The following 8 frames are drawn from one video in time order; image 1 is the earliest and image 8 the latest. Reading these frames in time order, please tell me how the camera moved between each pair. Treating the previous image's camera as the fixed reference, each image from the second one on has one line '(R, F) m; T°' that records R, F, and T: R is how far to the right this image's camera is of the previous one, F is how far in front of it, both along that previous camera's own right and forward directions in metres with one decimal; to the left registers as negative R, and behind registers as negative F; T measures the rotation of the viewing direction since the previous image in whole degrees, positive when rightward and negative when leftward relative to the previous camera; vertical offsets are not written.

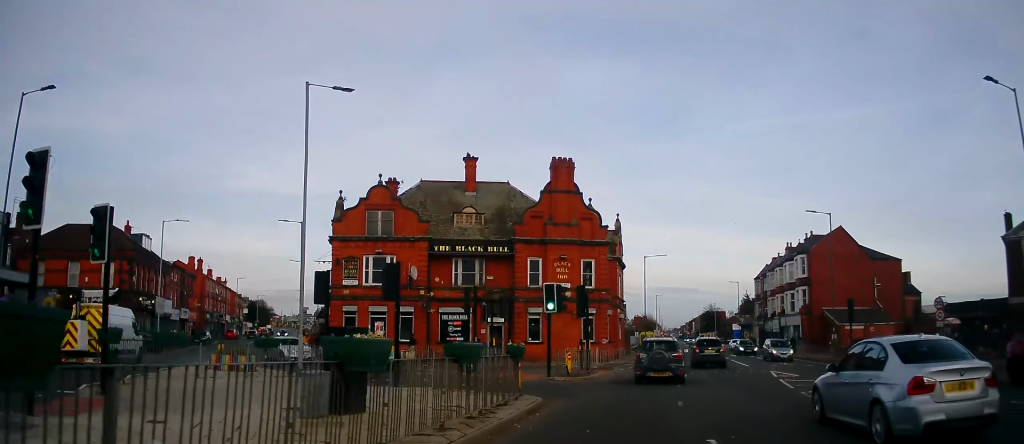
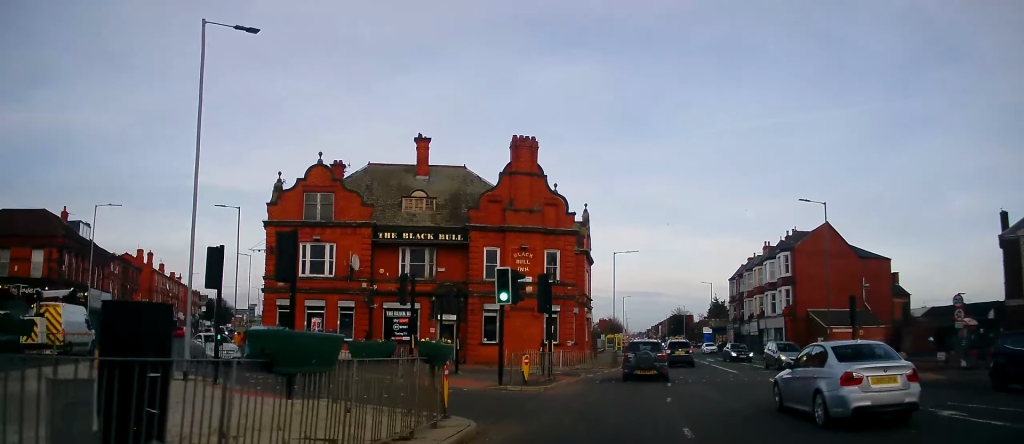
(-0.2, +4.3) m; +5°
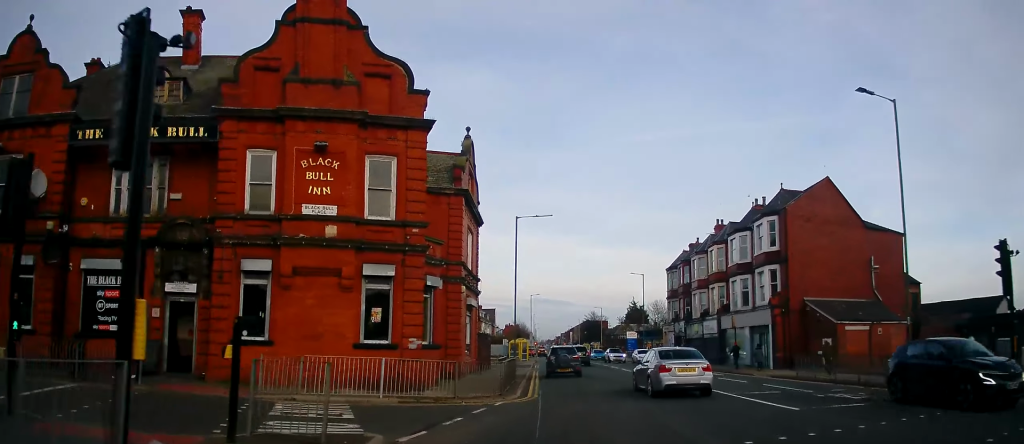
(+2.4, +17.8) m; +11°
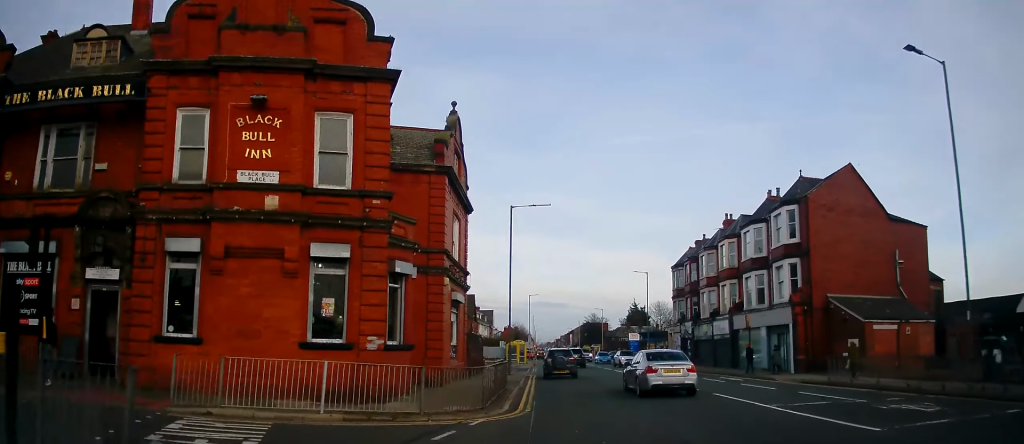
(+0.1, +3.6) m; +1°
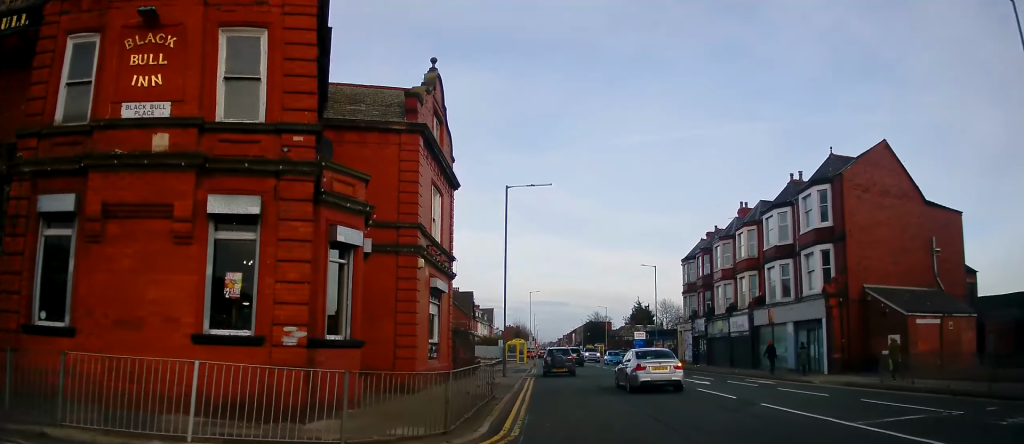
(0.0, +4.3) m; 0°
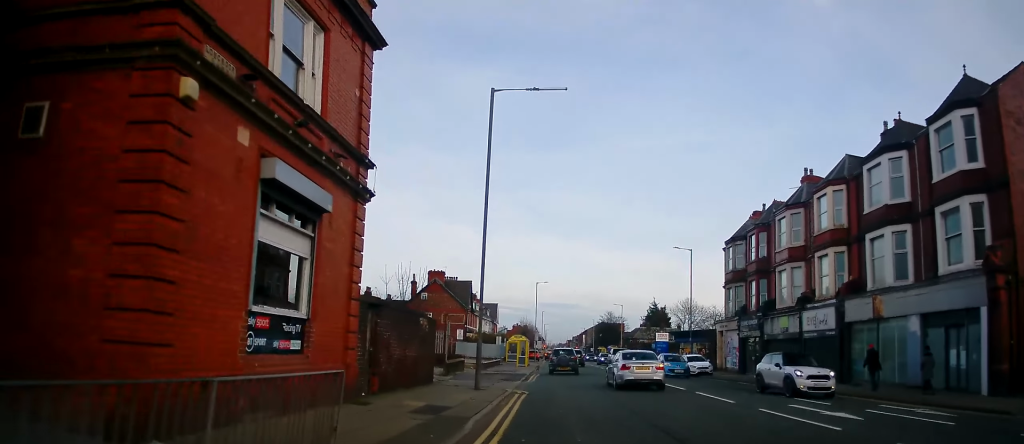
(-0.2, +12.3) m; -2°
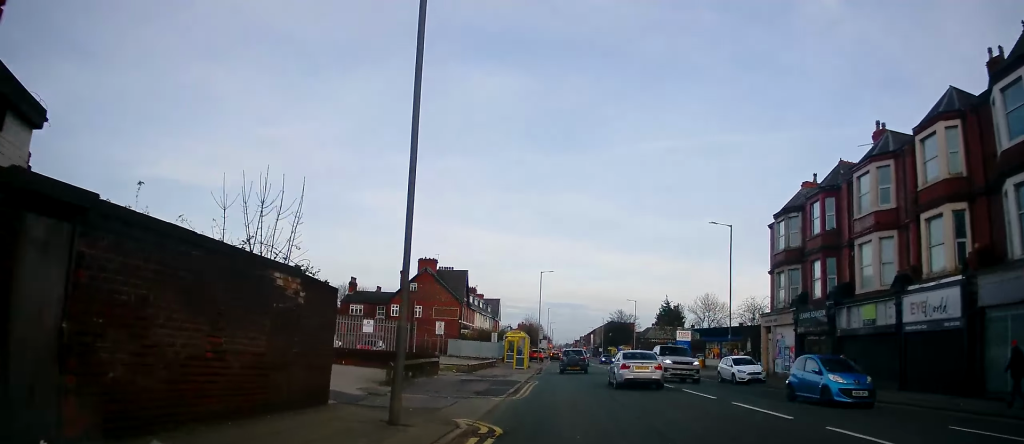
(-0.1, +9.9) m; 0°
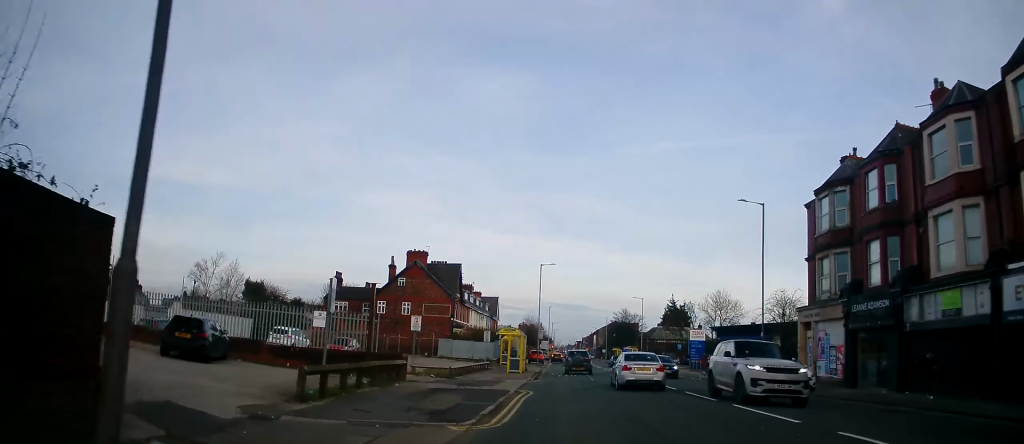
(+0.1, +6.4) m; 0°
